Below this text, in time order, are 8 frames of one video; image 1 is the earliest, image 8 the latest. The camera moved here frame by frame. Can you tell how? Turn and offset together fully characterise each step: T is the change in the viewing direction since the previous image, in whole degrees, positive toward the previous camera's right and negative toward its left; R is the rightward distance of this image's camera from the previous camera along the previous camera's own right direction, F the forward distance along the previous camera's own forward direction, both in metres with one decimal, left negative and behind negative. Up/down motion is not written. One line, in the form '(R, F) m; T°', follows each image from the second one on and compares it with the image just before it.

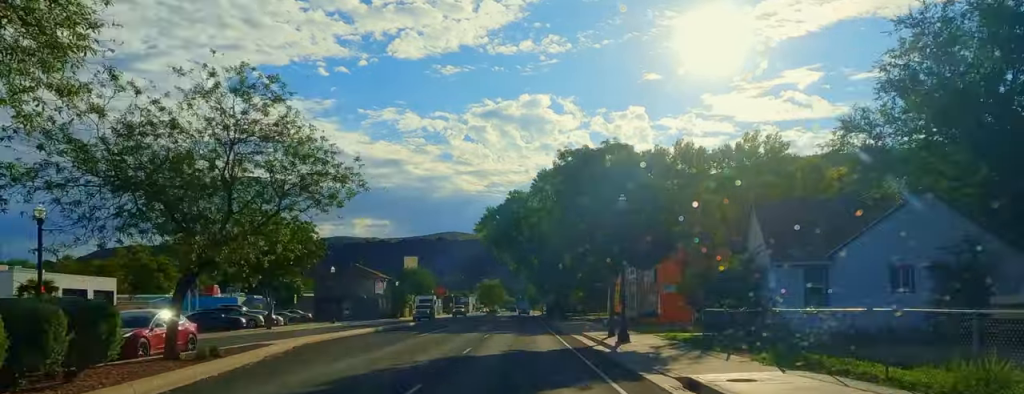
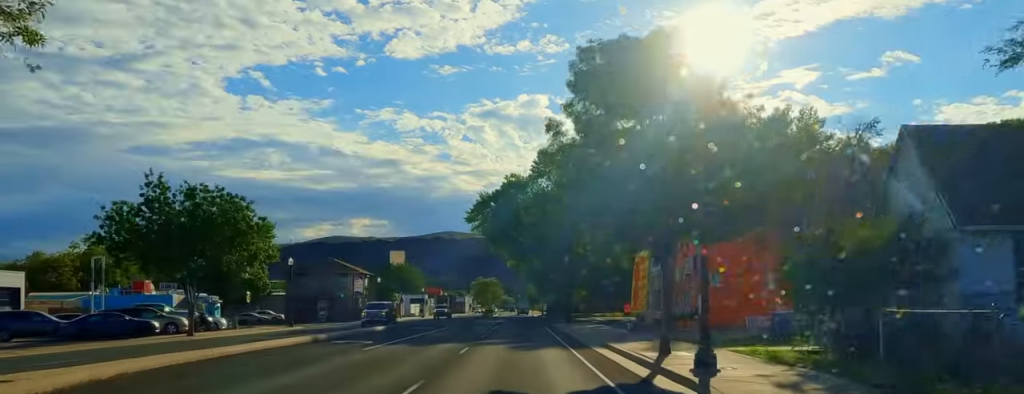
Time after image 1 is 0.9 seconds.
(-0.7, +12.2) m; 0°
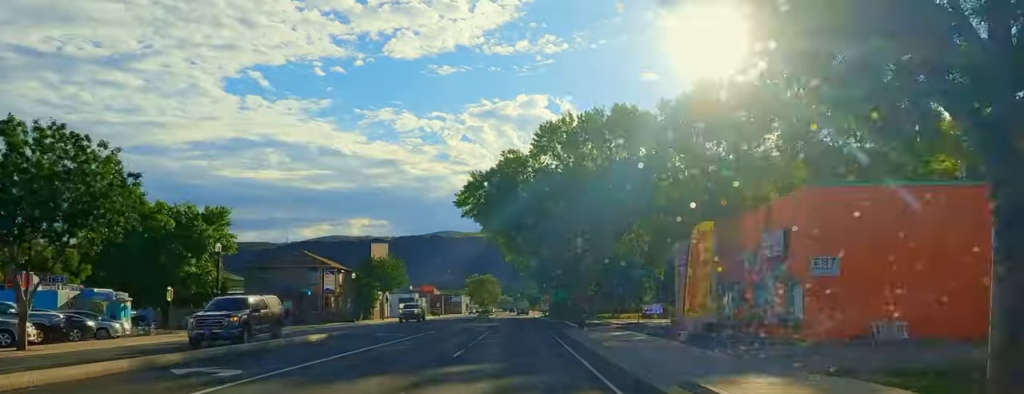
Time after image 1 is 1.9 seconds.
(+0.1, +13.7) m; +1°
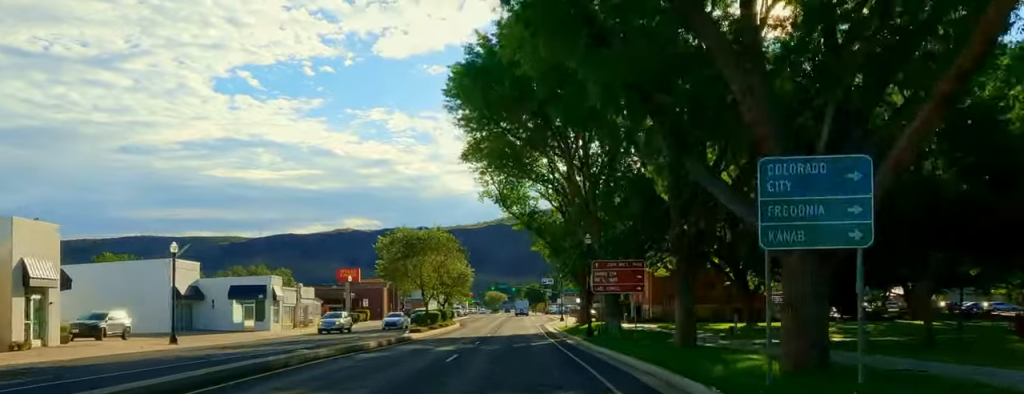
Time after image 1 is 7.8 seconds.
(+3.2, +82.1) m; +2°
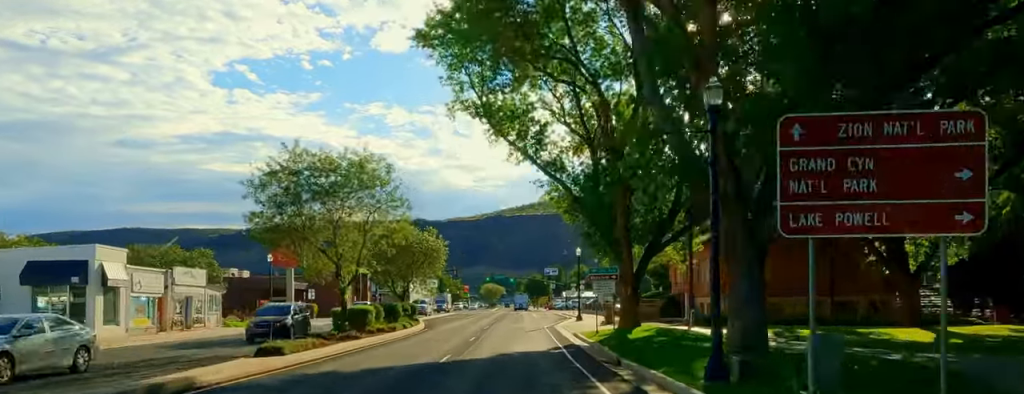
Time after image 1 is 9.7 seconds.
(0.0, +25.3) m; -1°
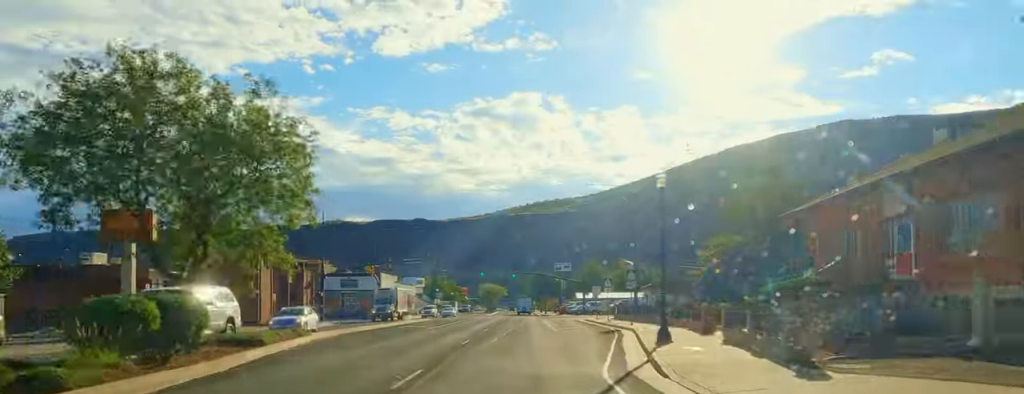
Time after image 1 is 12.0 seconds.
(-0.7, +31.4) m; -3°
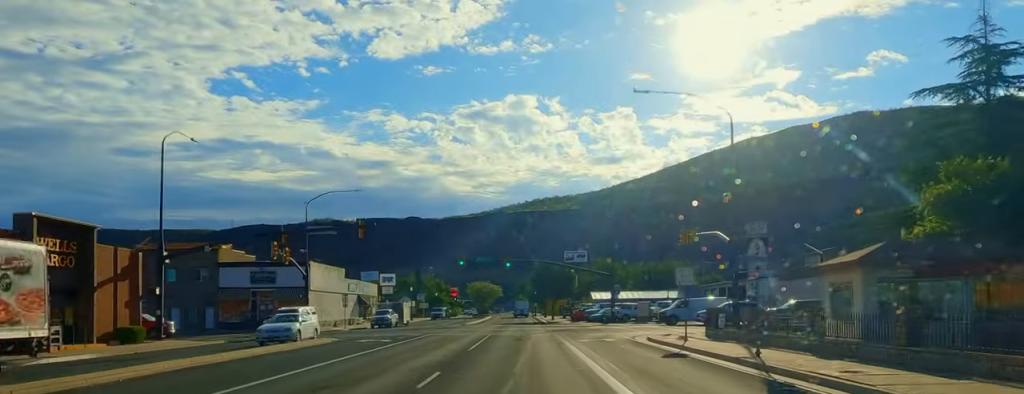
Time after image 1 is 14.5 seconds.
(-0.1, +34.4) m; +4°
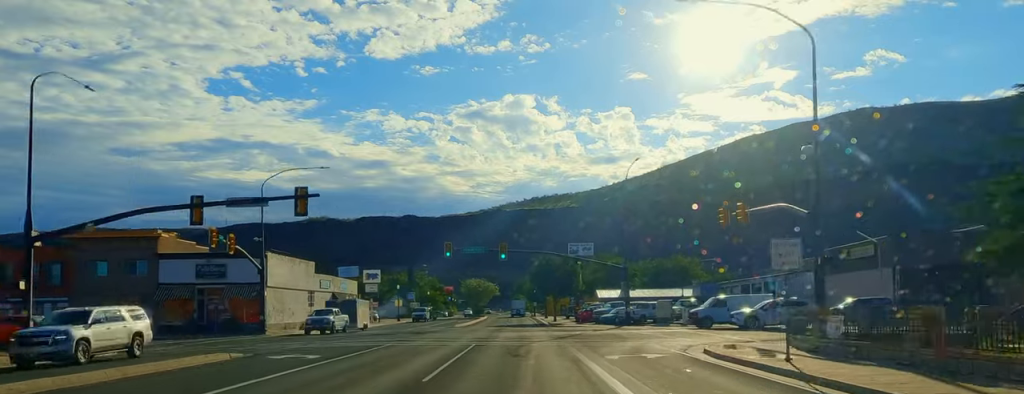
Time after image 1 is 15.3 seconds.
(-0.1, +11.4) m; +3°
